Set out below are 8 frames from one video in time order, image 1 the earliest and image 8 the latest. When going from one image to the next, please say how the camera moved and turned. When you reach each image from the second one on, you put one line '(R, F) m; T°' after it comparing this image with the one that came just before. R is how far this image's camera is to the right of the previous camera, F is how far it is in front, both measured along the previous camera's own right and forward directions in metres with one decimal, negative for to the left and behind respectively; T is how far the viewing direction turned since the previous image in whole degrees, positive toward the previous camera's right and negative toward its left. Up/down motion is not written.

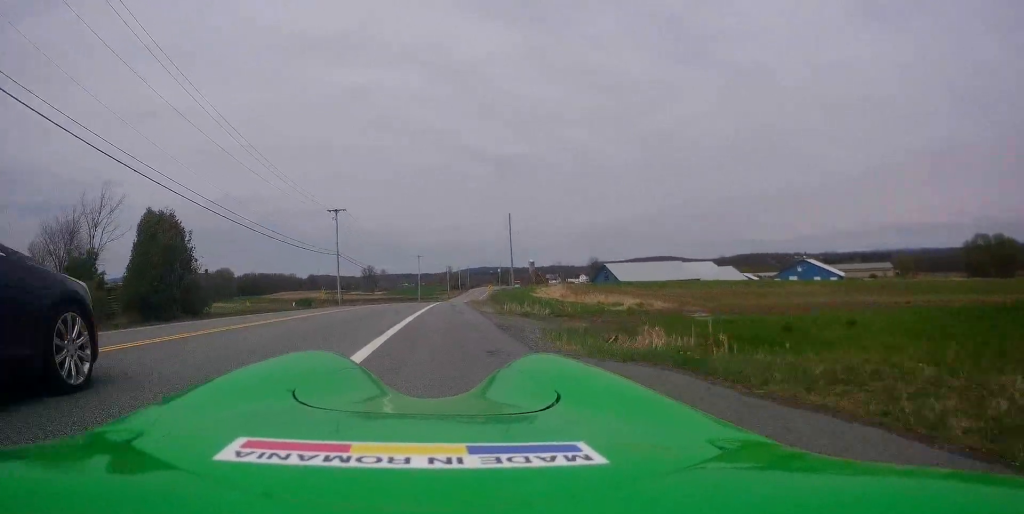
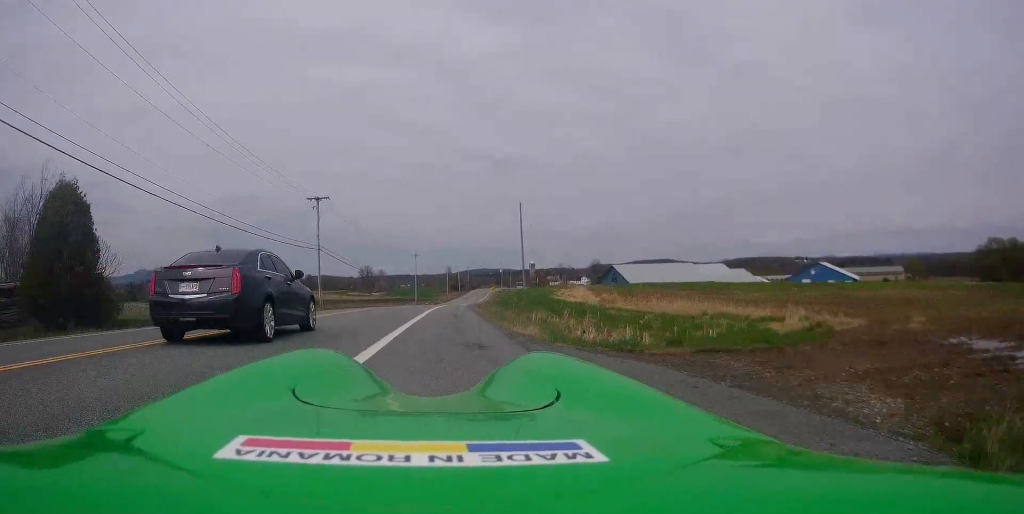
(0.0, +10.5) m; -1°
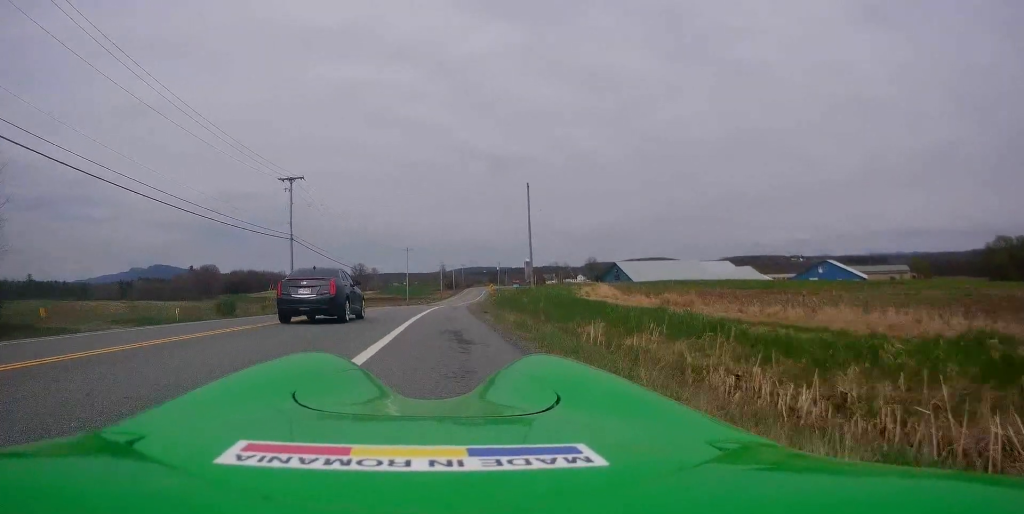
(0.0, +8.7) m; 0°
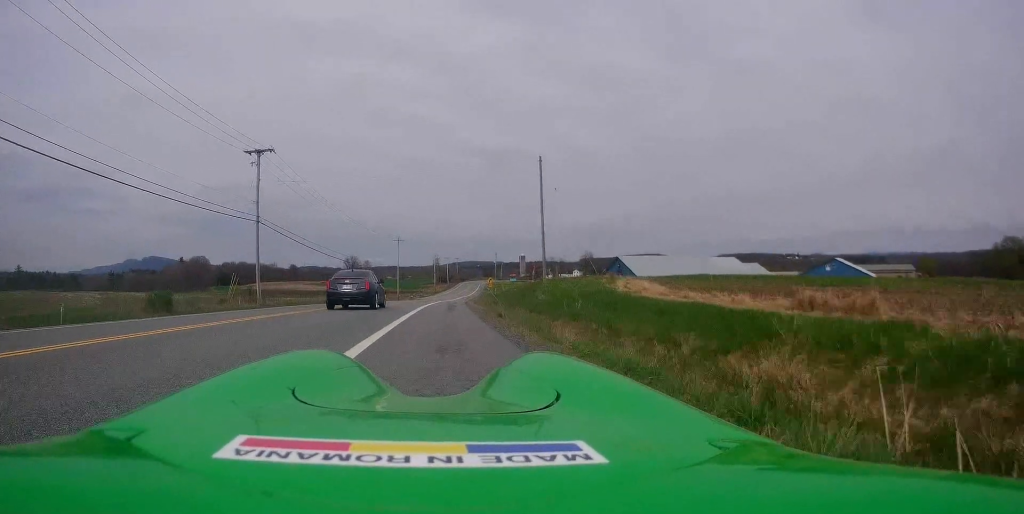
(-0.2, +8.9) m; +1°
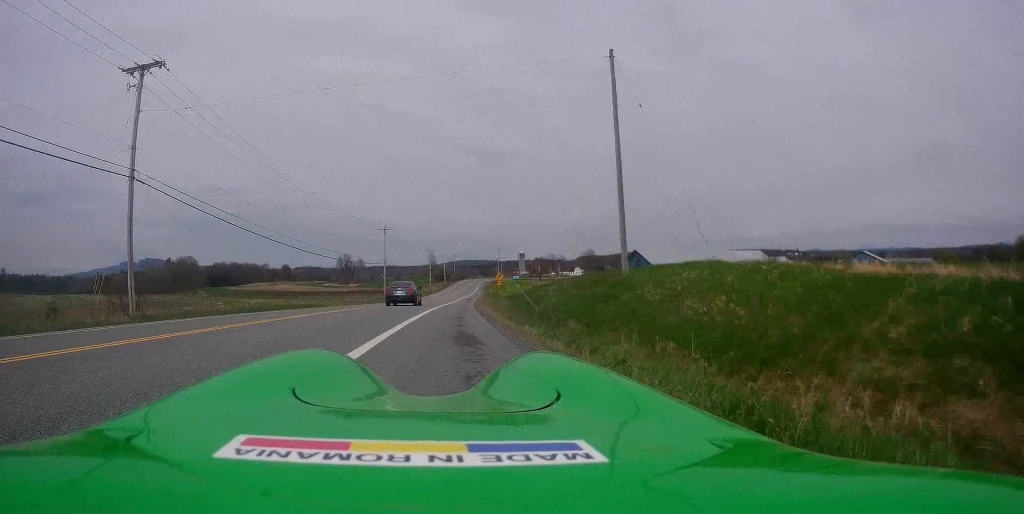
(+0.5, +18.5) m; 0°
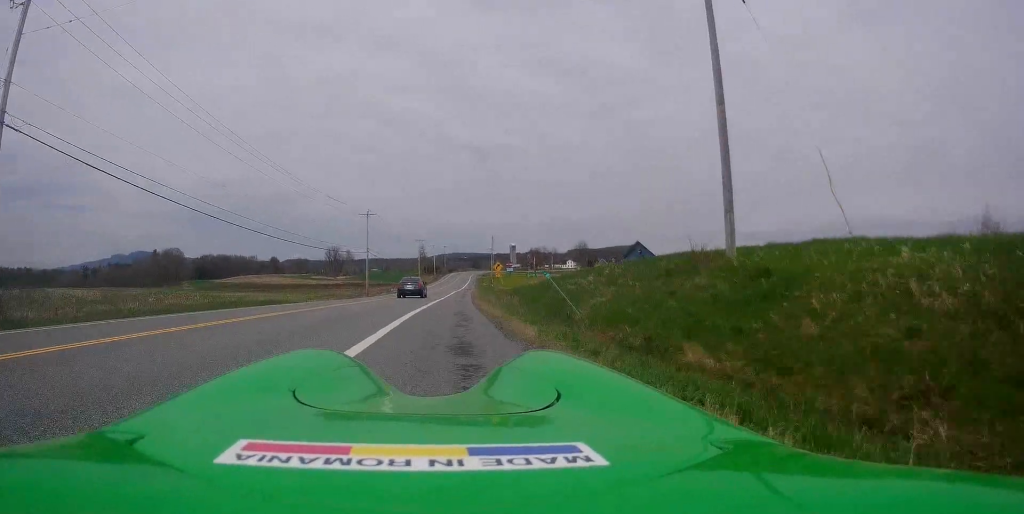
(-0.3, +9.7) m; +1°
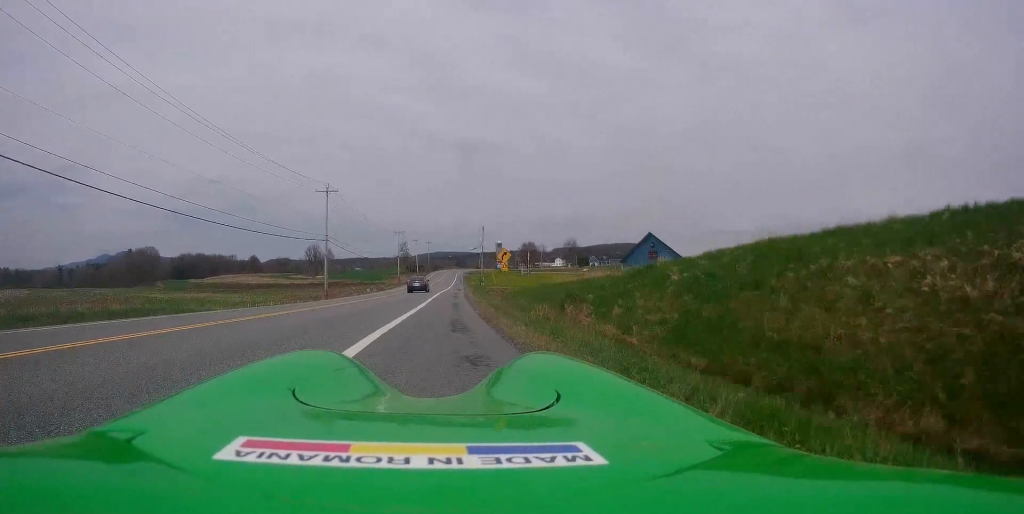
(+0.5, +18.5) m; +2°
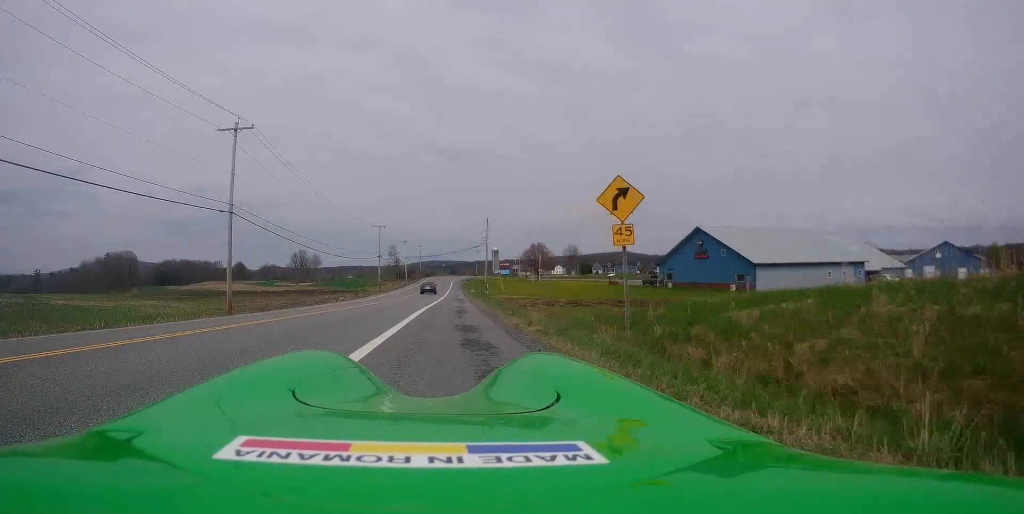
(+0.1, +26.5) m; 0°
